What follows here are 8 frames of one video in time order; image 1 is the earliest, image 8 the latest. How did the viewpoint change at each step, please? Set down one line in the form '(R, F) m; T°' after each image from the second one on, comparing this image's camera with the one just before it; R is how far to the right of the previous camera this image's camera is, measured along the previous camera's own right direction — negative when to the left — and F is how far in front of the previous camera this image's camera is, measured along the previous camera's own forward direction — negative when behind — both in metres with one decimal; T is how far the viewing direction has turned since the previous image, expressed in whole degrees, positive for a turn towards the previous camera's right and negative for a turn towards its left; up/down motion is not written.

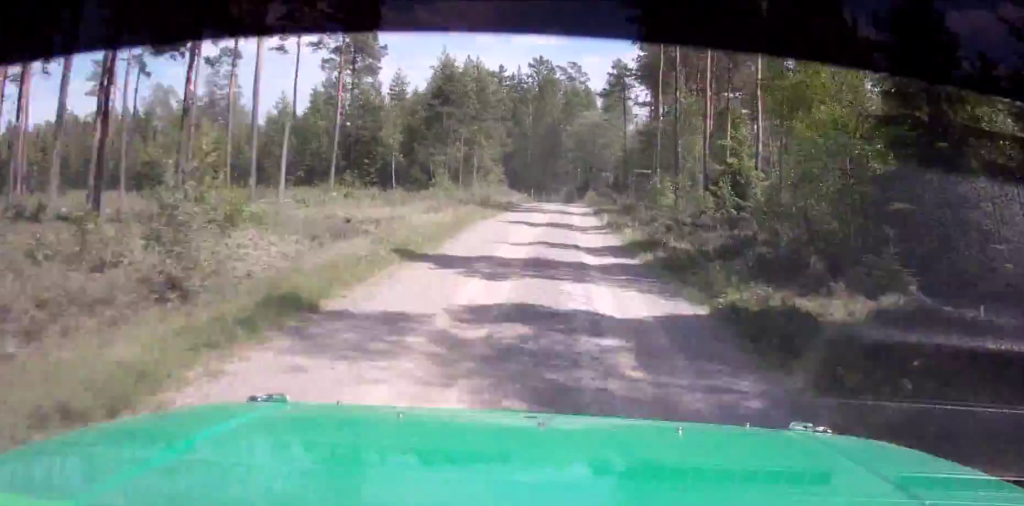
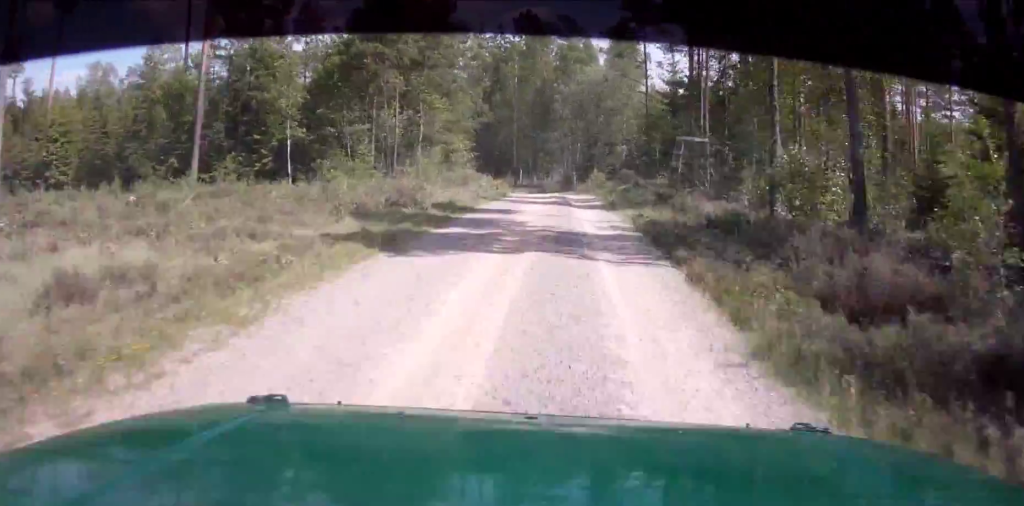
(-0.5, +21.2) m; -3°
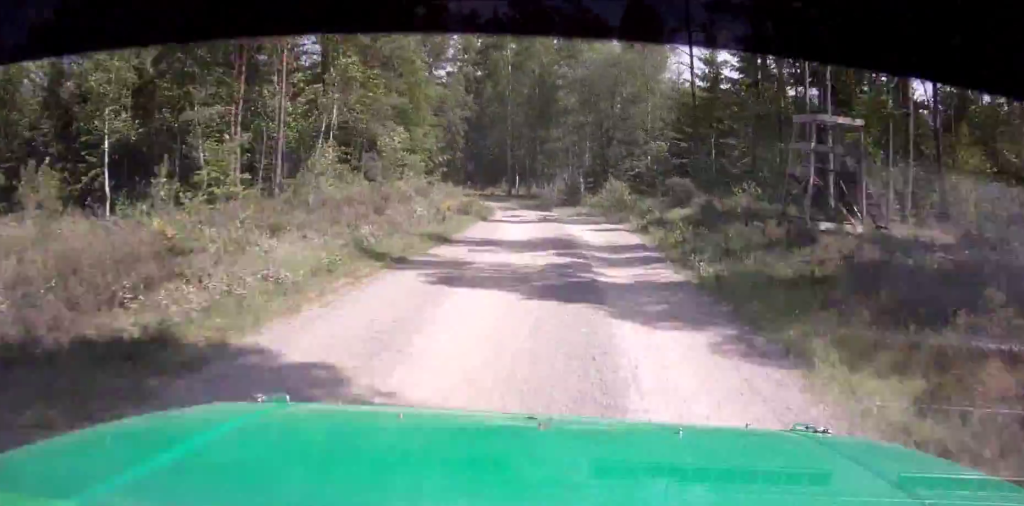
(-0.3, +14.7) m; -2°
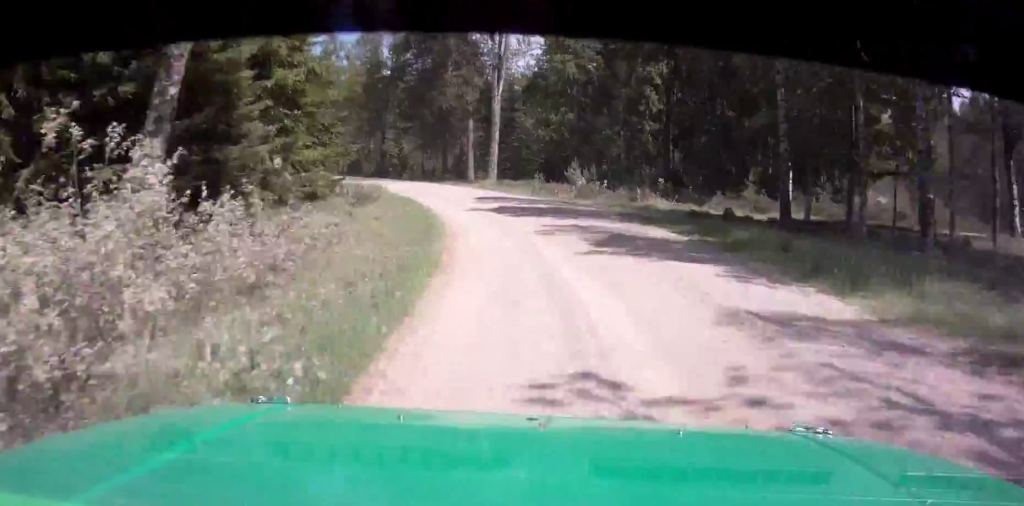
(-4.1, +50.7) m; -14°
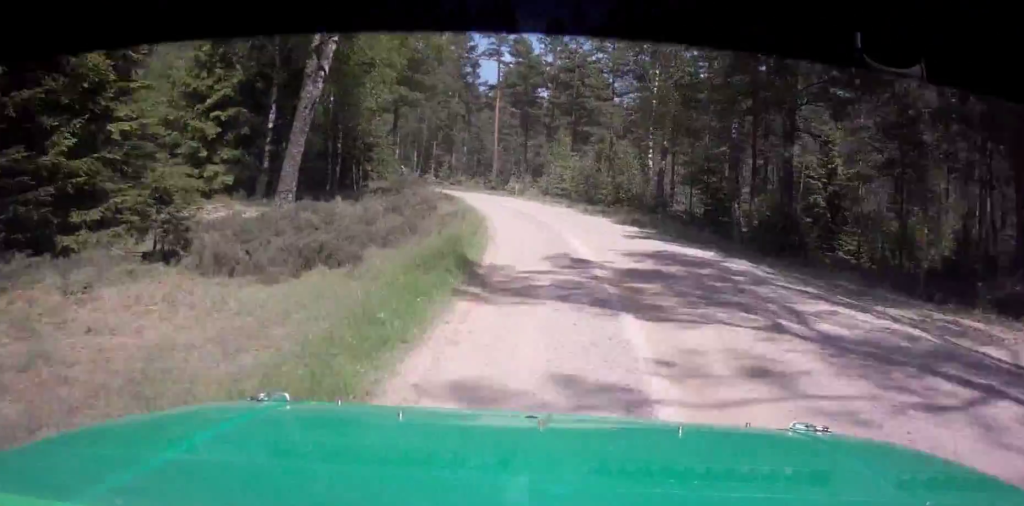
(-8.0, +42.7) m; -19°
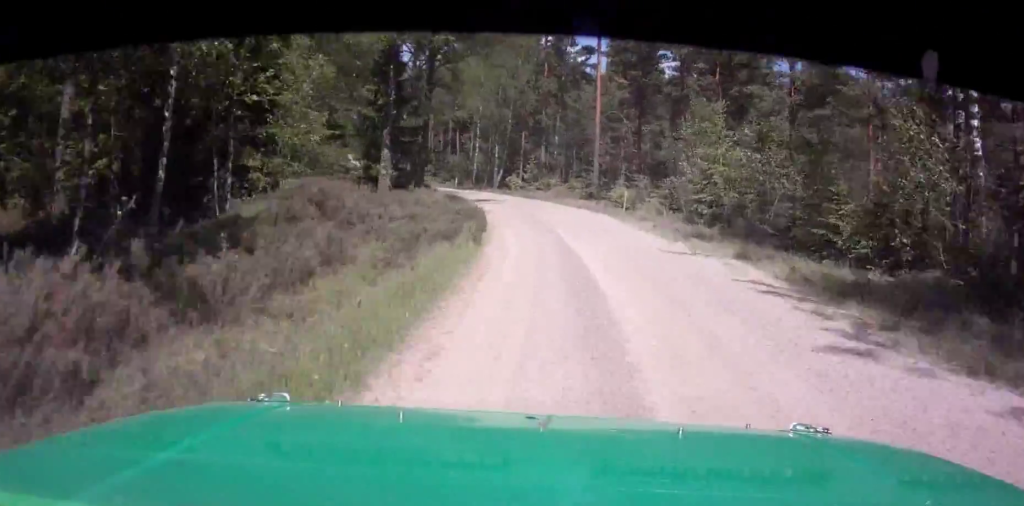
(-0.7, +20.2) m; -11°
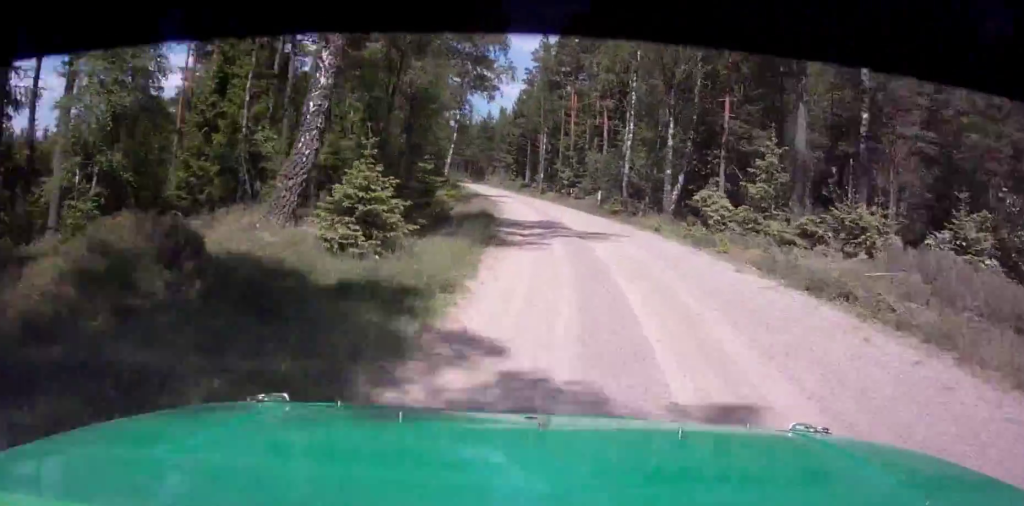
(-5.7, +34.0) m; -14°
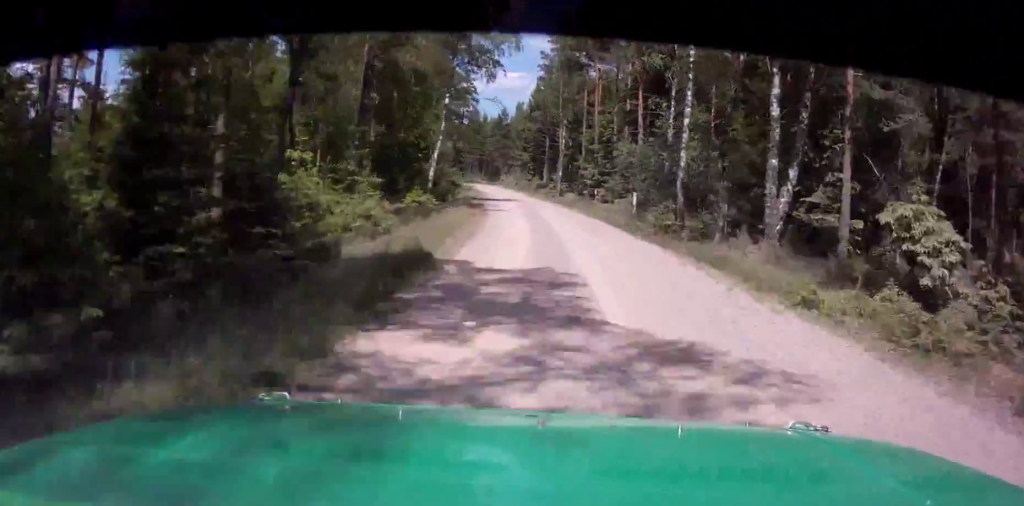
(+0.7, +12.4) m; -4°
